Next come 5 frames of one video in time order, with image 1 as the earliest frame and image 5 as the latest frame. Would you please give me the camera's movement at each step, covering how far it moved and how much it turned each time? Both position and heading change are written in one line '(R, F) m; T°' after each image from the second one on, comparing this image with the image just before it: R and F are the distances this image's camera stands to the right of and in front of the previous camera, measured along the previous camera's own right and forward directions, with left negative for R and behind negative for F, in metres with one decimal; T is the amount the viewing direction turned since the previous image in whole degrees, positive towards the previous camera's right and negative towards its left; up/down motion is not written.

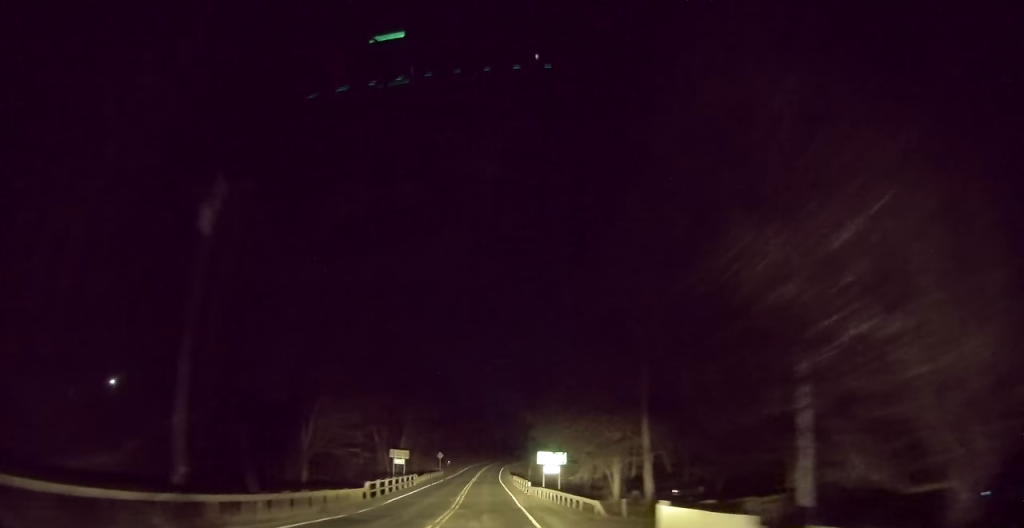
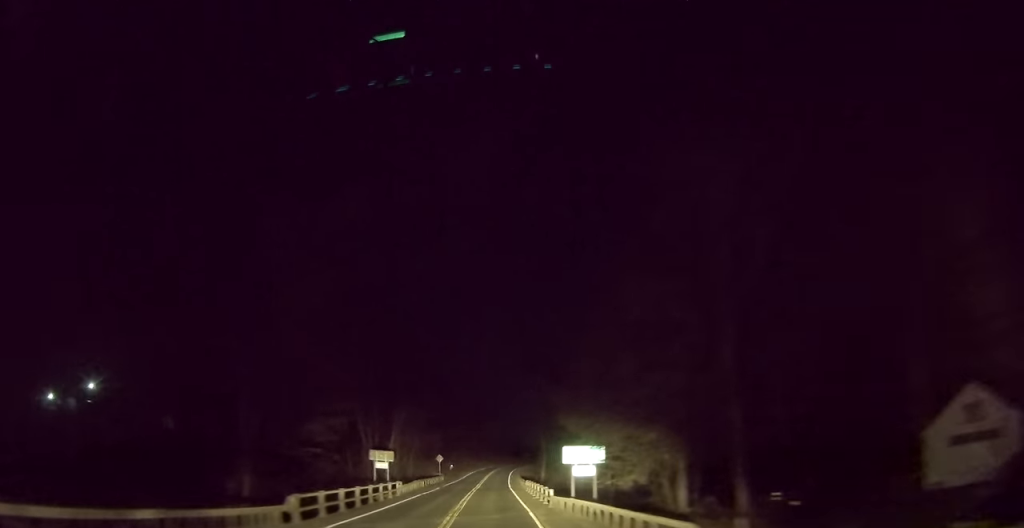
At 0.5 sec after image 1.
(-0.1, +12.4) m; 0°
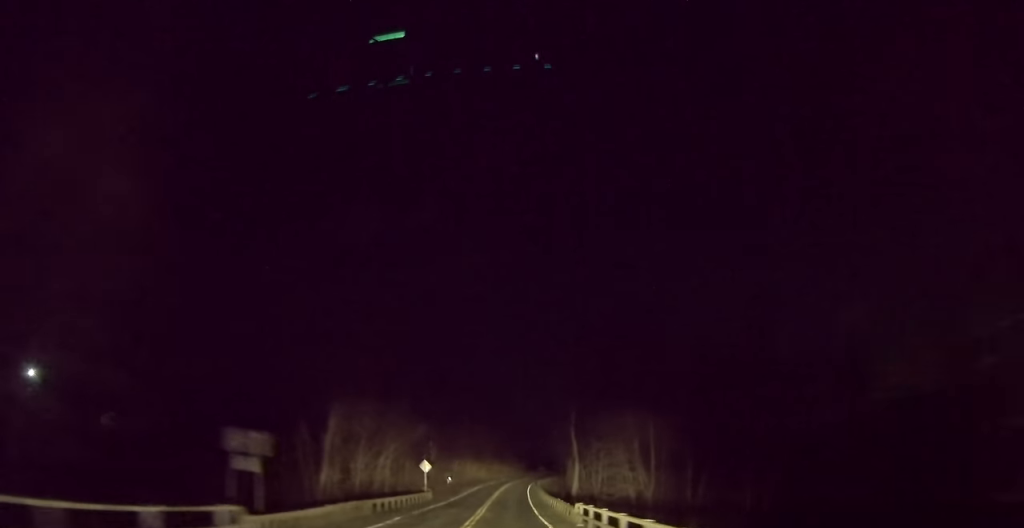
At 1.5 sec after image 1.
(-0.2, +25.7) m; -1°
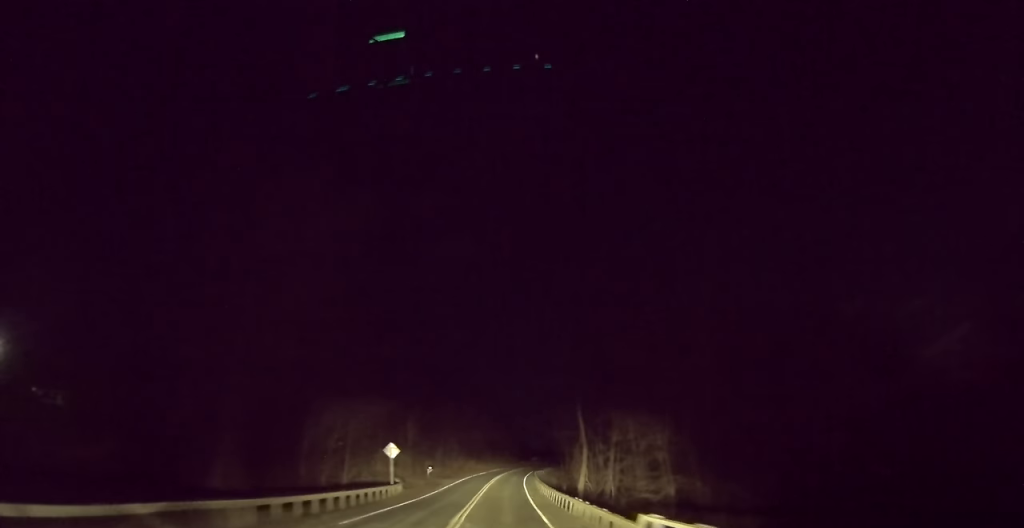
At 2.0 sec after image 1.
(-0.1, +12.4) m; 0°
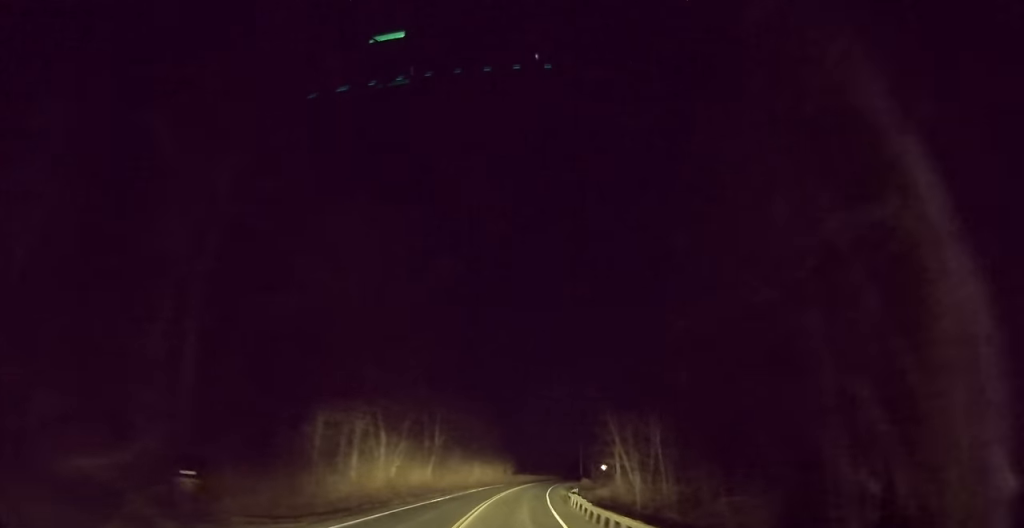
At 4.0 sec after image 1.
(+0.2, +48.2) m; +2°
